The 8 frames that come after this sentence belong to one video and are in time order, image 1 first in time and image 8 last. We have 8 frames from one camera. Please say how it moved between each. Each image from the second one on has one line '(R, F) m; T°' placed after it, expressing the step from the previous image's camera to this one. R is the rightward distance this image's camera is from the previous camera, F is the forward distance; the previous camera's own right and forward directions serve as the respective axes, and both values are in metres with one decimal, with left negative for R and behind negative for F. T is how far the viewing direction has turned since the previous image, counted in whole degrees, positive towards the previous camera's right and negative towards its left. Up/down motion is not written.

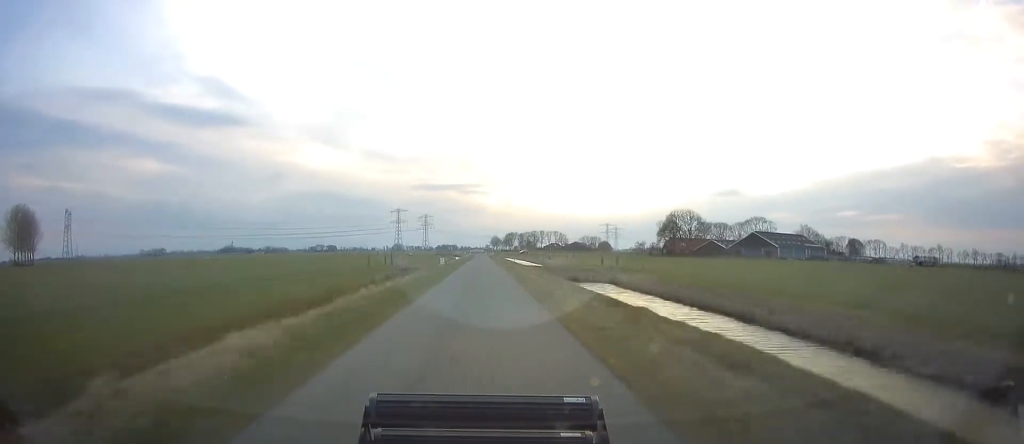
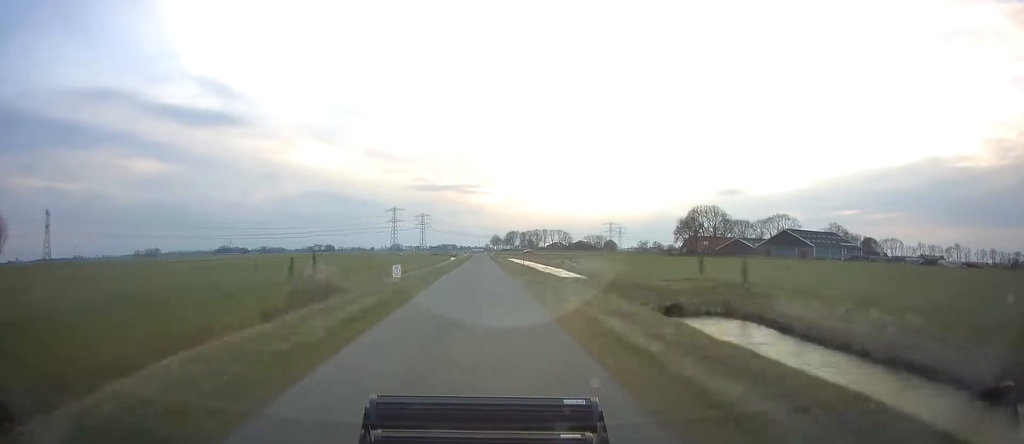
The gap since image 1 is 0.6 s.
(-0.2, +27.8) m; 0°
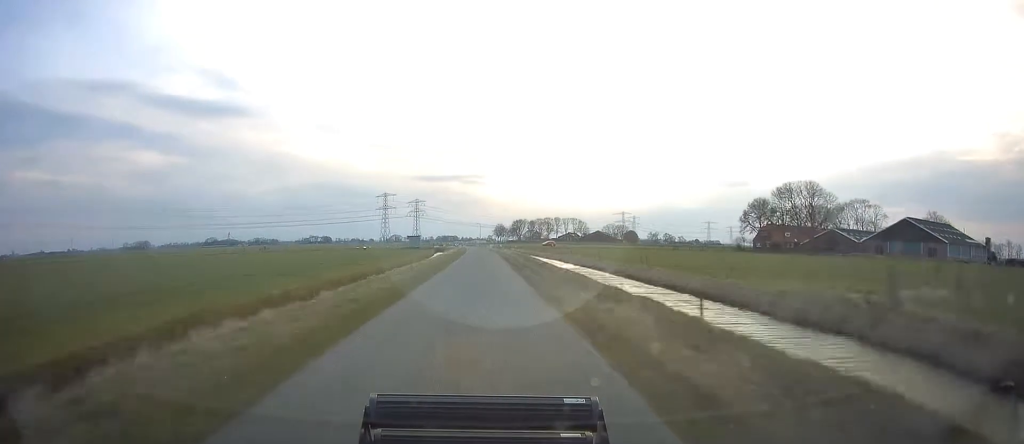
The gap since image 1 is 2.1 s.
(-0.2, +67.3) m; 0°
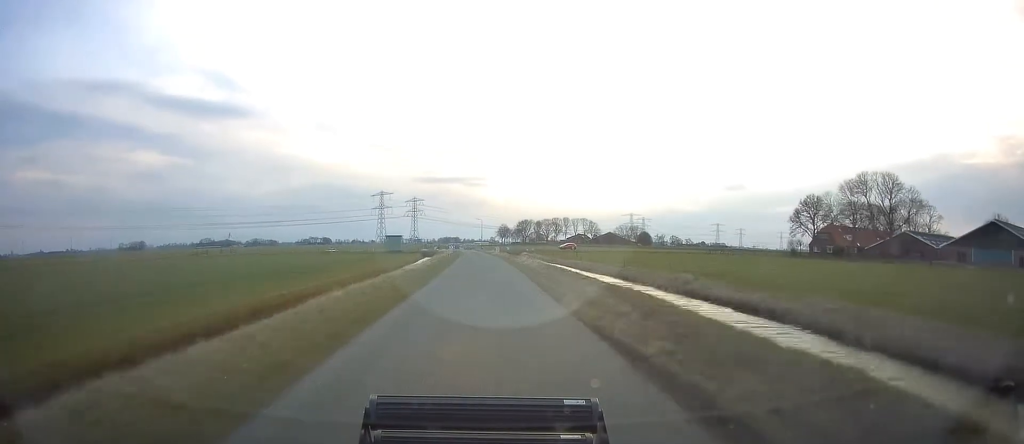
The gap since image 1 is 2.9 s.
(+0.3, +34.4) m; 0°
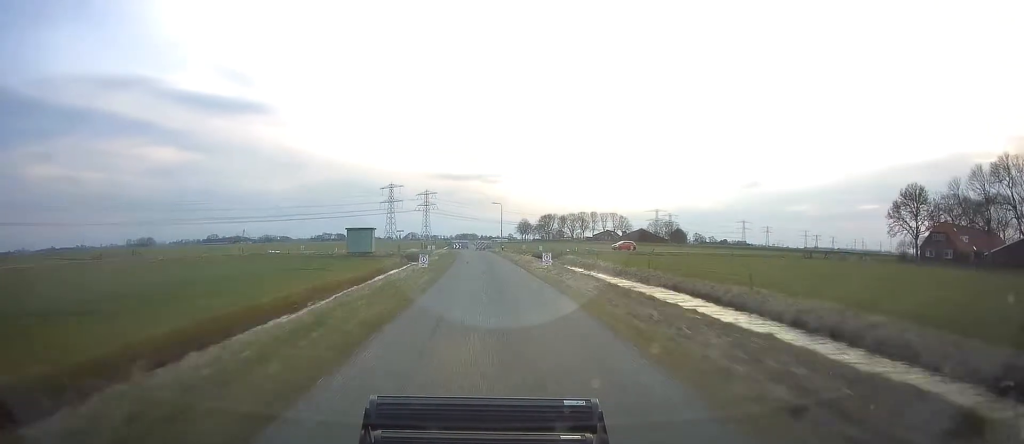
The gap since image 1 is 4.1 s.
(-0.8, +39.9) m; -2°
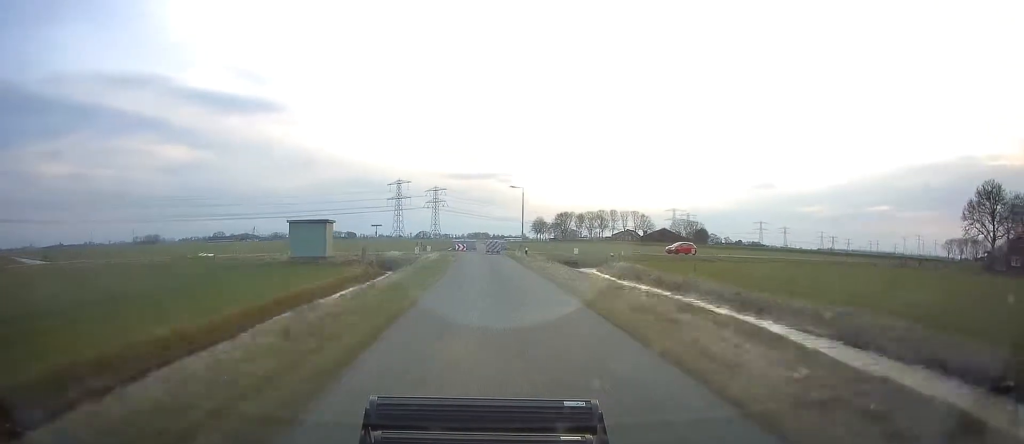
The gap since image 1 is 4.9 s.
(-0.2, +24.1) m; 0°
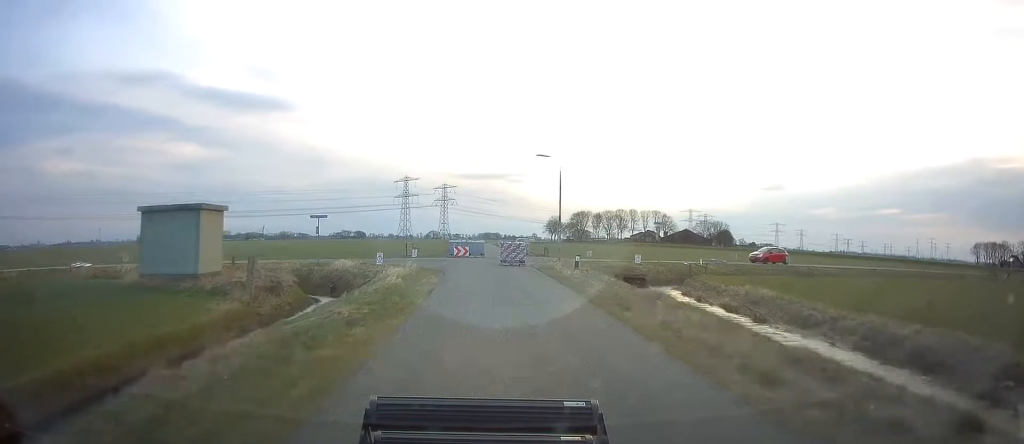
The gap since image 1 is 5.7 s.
(0.0, +19.9) m; -2°
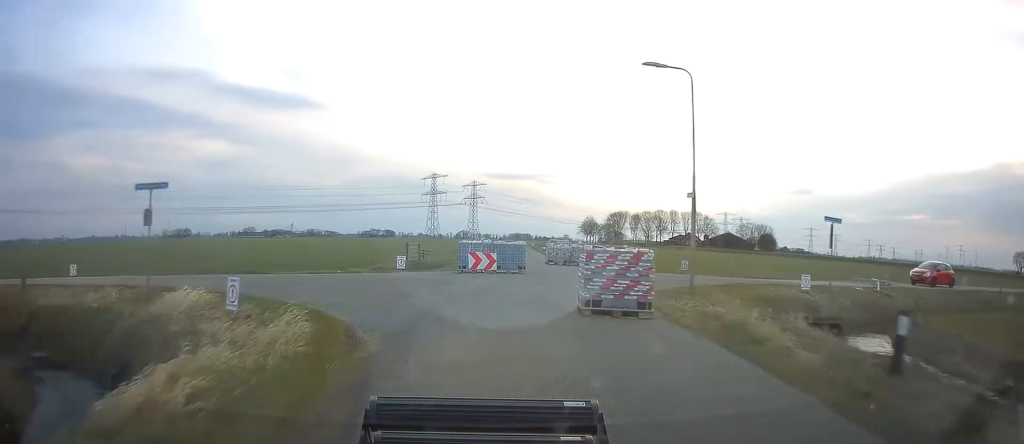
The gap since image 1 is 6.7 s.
(-0.6, +19.2) m; +1°
